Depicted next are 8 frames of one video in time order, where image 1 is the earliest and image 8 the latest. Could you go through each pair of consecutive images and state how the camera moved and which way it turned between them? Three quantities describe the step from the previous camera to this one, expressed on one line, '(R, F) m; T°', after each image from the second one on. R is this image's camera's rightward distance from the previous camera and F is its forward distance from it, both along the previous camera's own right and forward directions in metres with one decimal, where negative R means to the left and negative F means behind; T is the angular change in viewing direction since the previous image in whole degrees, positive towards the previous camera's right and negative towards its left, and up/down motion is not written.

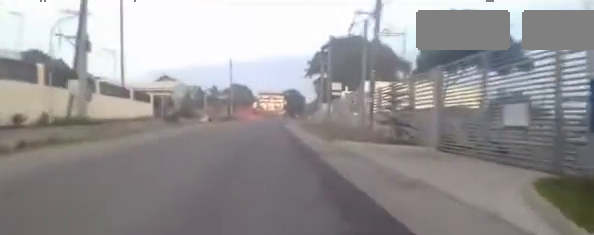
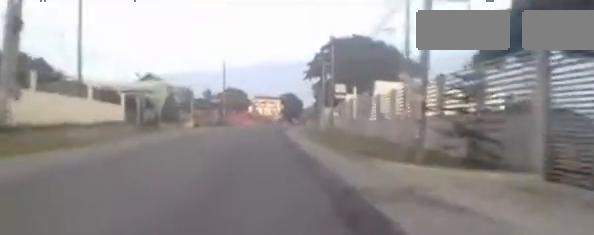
(0.0, +6.8) m; 0°
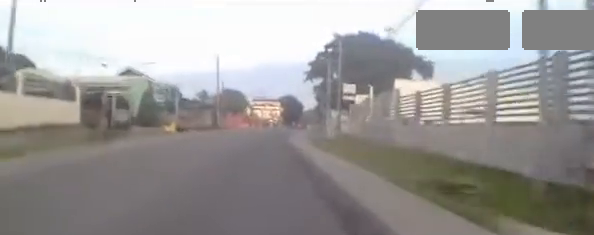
(0.0, +5.8) m; 0°
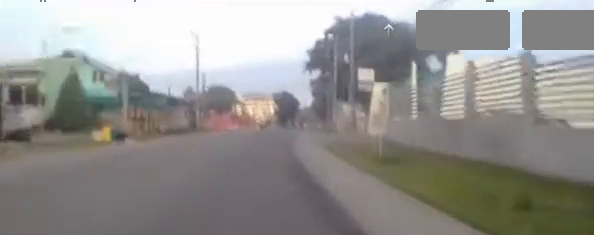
(0.0, +11.1) m; +2°
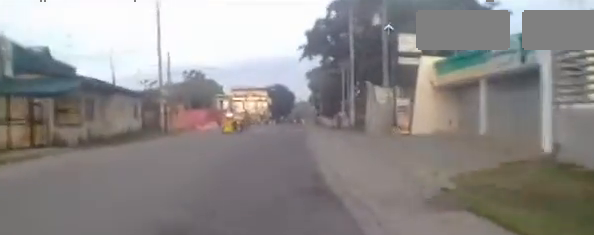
(+0.6, +13.4) m; +3°
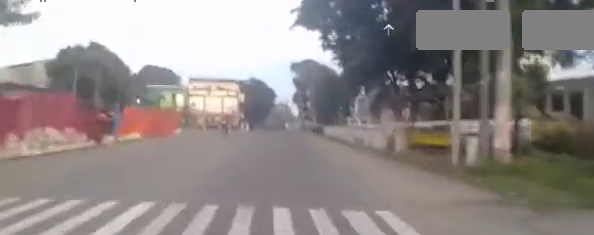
(0.0, +22.8) m; +2°
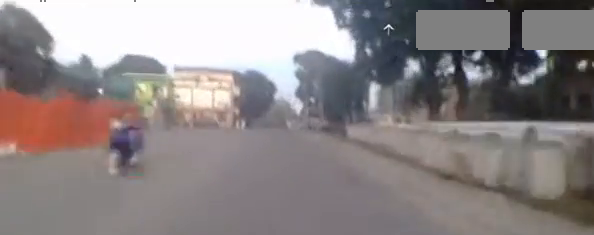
(+0.3, +9.3) m; +2°
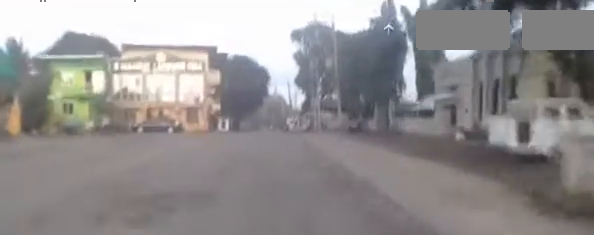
(+0.3, +16.4) m; +1°
